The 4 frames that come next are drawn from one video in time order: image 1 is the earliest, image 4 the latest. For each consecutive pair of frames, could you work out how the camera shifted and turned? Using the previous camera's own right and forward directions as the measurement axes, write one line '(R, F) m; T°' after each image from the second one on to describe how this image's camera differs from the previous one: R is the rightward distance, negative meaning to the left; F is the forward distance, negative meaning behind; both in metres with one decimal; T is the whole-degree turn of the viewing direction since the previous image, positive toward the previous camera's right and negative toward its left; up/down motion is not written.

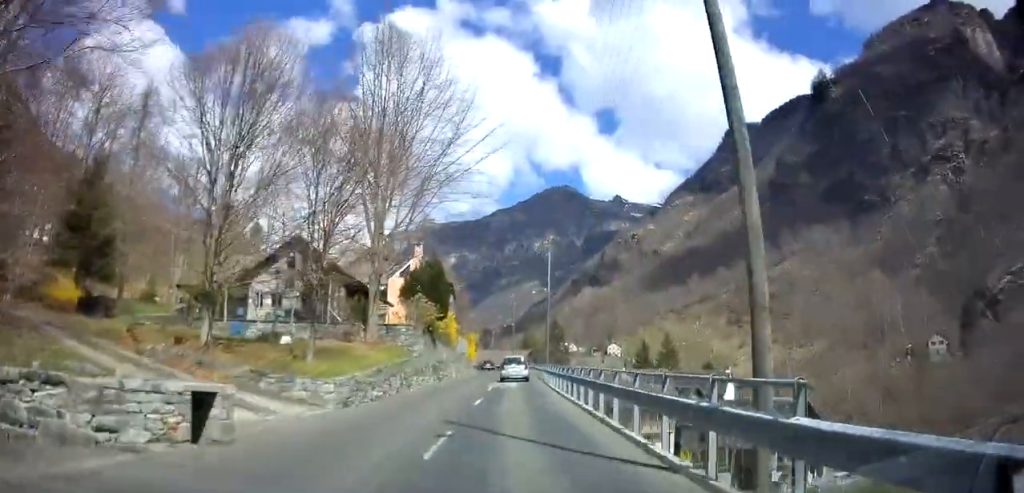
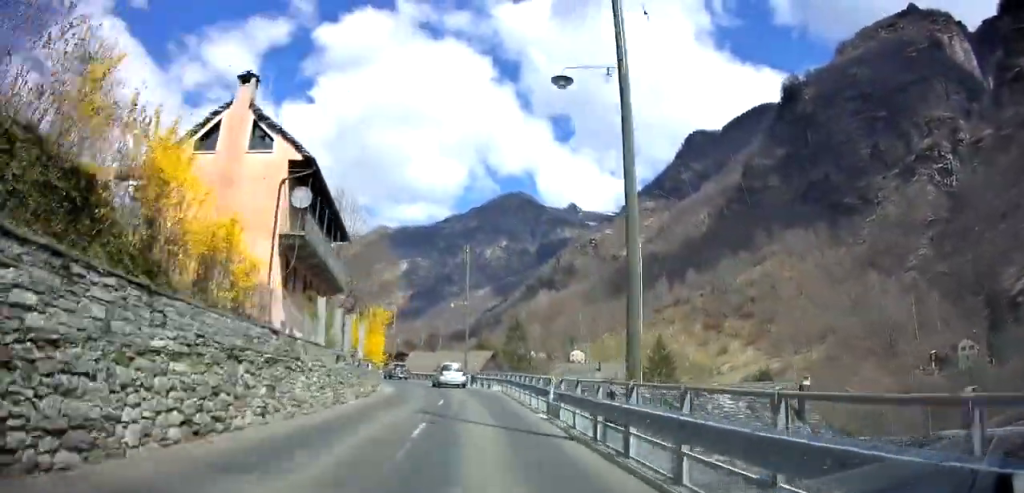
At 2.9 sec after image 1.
(+1.3, +31.9) m; +7°
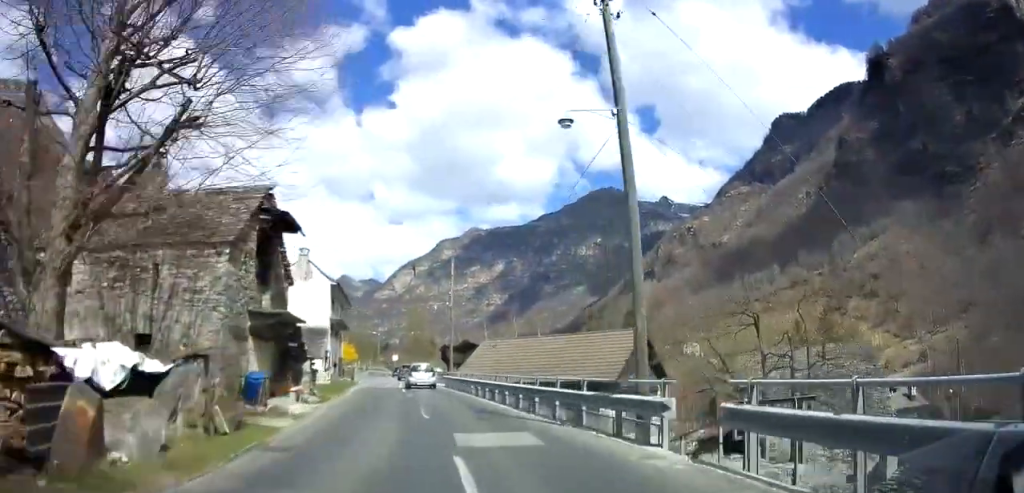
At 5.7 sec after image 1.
(-0.4, +32.5) m; -9°
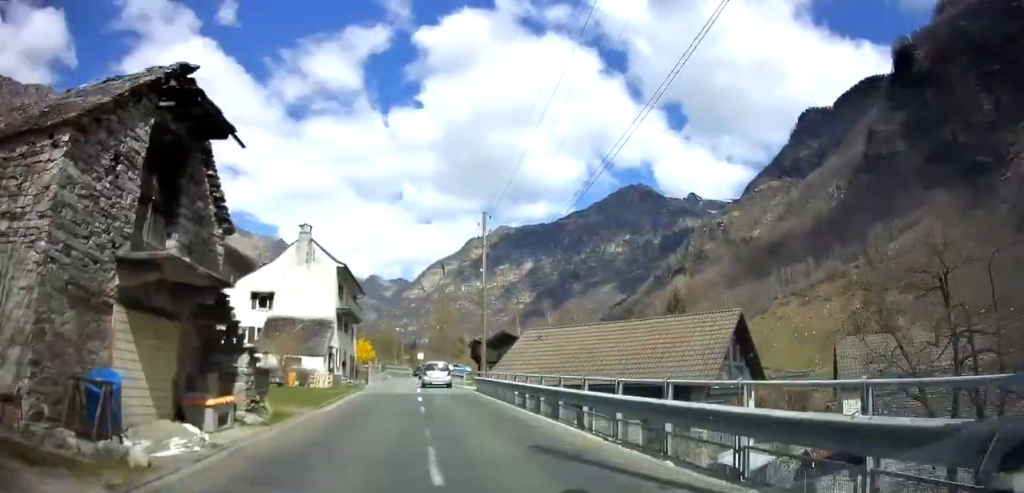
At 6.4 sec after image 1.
(-0.3, +8.0) m; -3°
